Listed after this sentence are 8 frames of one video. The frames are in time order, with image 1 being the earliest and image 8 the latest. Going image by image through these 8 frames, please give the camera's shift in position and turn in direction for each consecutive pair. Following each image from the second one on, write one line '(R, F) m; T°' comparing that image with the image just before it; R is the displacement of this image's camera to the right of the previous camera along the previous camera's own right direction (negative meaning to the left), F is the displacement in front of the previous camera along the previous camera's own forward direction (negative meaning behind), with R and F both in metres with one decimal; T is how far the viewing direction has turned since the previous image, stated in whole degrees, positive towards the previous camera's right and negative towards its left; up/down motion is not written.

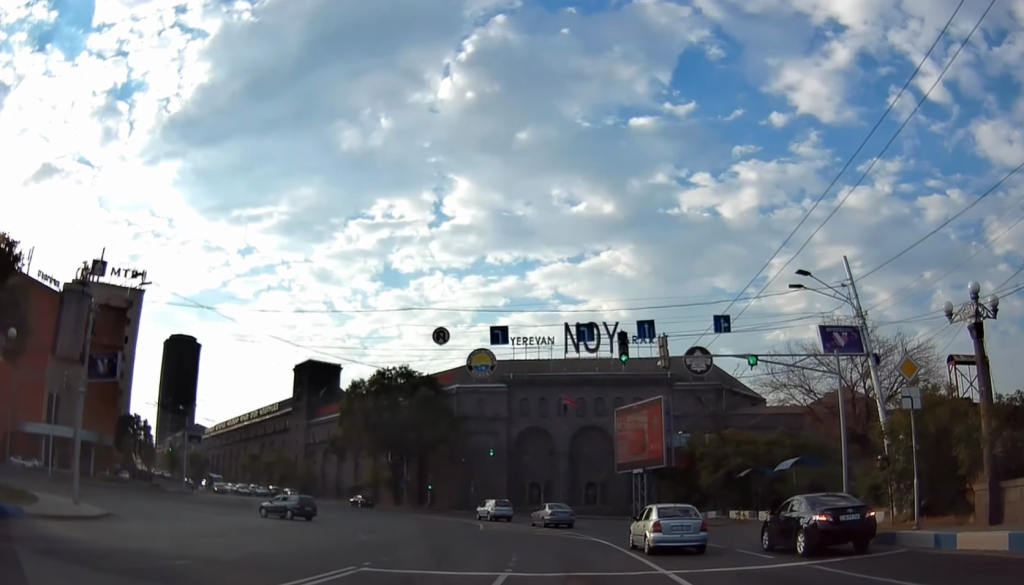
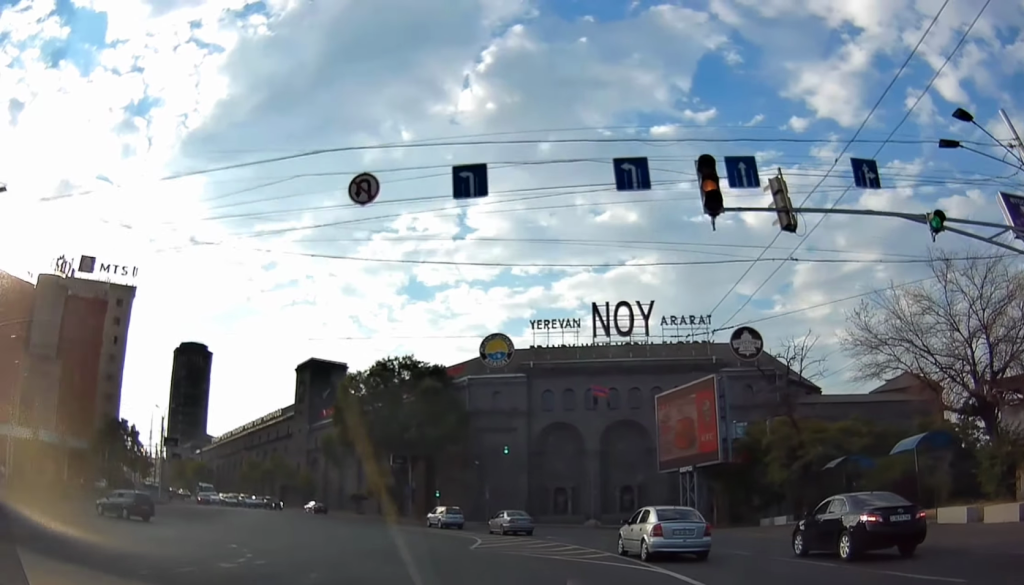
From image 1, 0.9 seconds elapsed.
(-0.4, +12.2) m; -5°
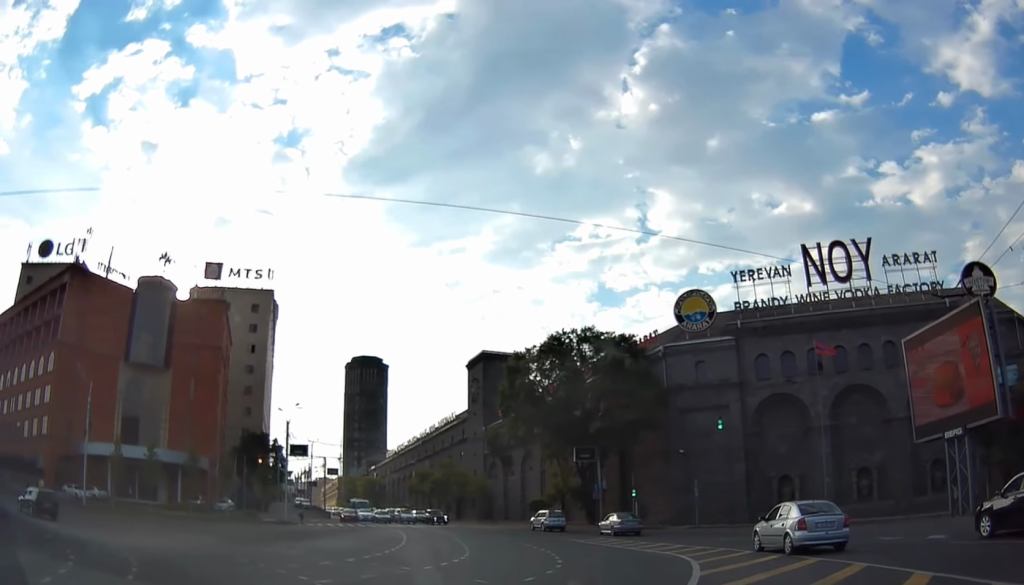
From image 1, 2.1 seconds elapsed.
(-1.3, +15.4) m; -13°
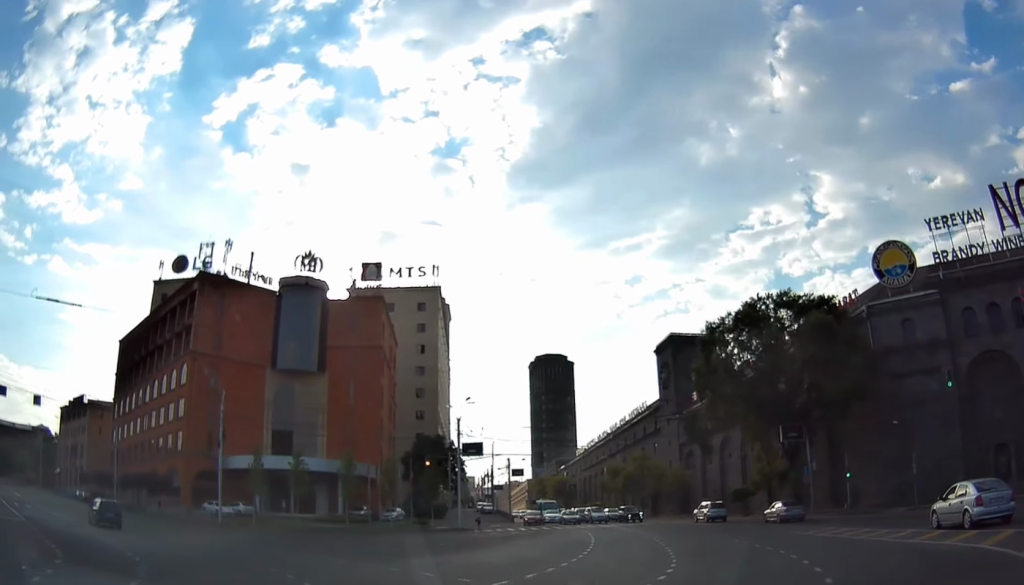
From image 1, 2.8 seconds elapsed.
(-0.5, +7.3) m; -12°
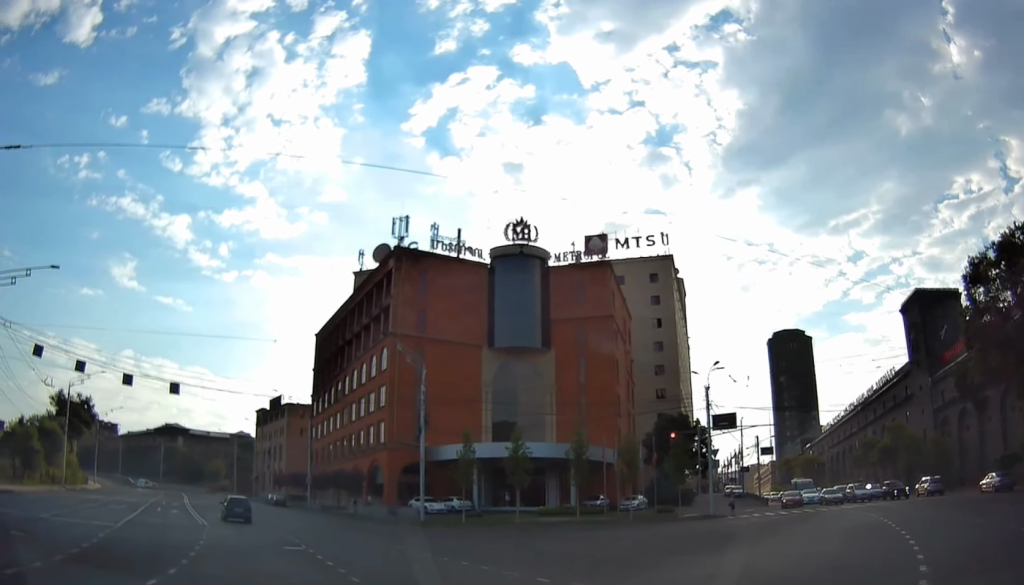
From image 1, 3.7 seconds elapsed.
(-1.2, +8.8) m; -21°
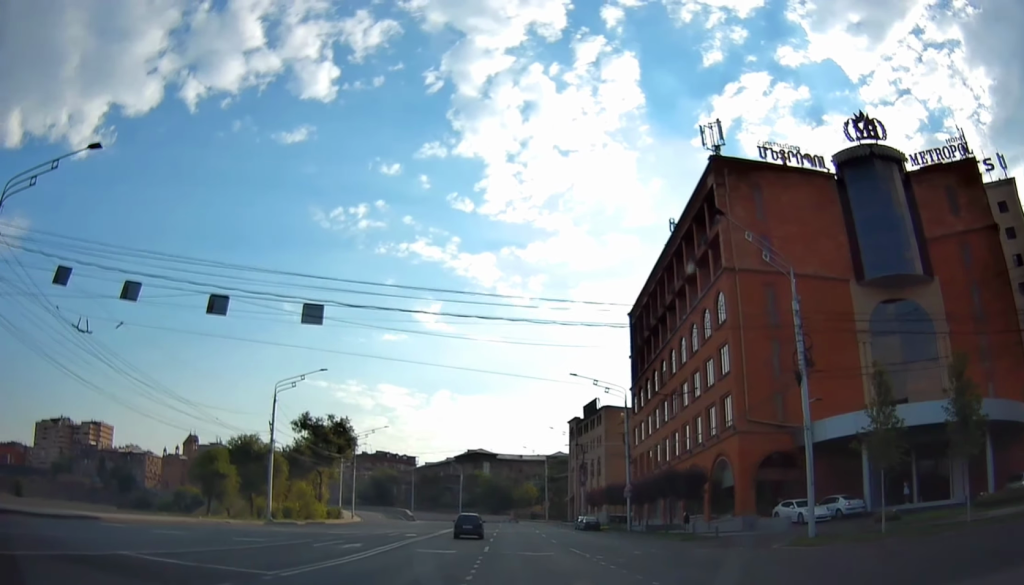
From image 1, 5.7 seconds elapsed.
(-7.2, +19.2) m; -31°
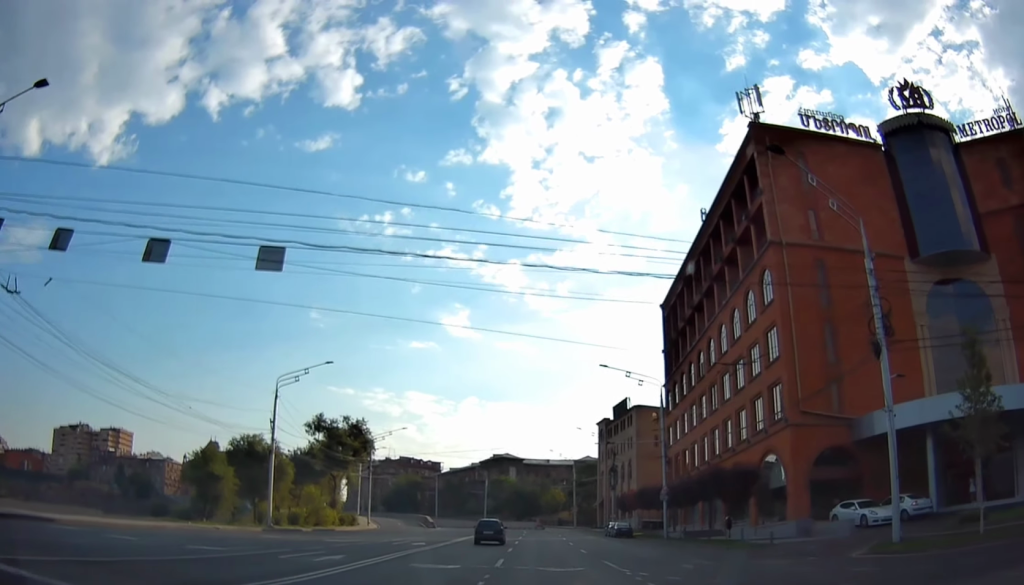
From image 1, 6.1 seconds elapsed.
(-0.2, +5.4) m; -4°
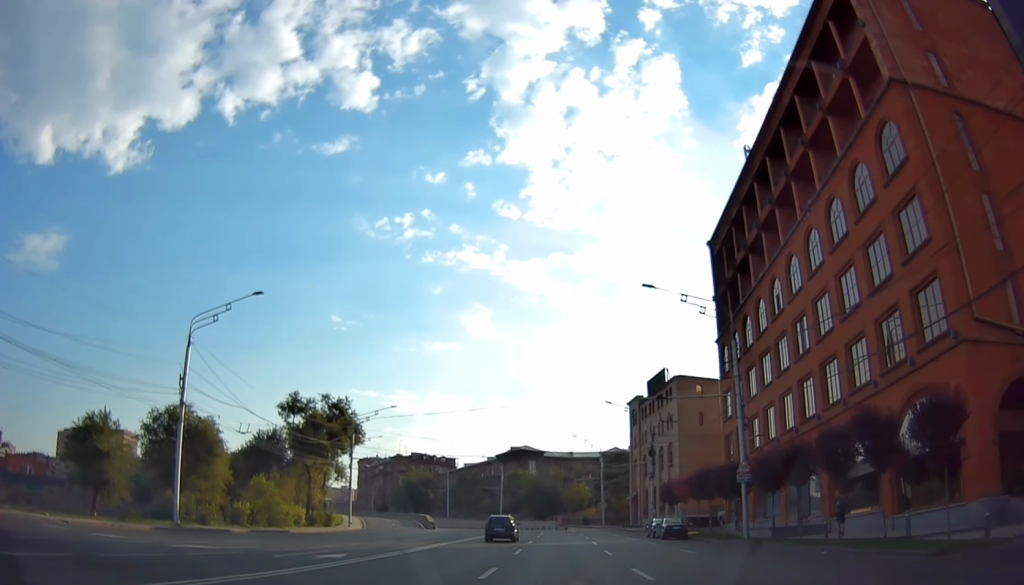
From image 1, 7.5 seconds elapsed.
(-1.5, +16.9) m; -4°
